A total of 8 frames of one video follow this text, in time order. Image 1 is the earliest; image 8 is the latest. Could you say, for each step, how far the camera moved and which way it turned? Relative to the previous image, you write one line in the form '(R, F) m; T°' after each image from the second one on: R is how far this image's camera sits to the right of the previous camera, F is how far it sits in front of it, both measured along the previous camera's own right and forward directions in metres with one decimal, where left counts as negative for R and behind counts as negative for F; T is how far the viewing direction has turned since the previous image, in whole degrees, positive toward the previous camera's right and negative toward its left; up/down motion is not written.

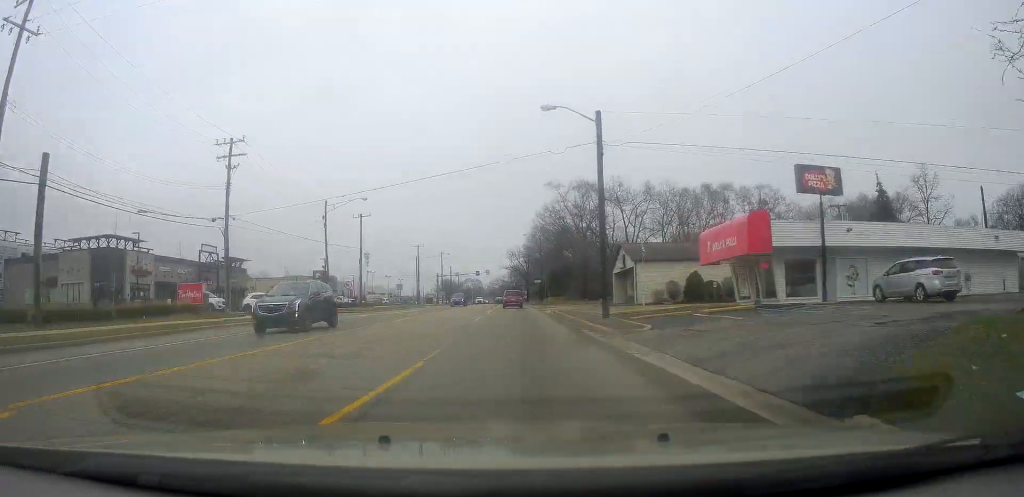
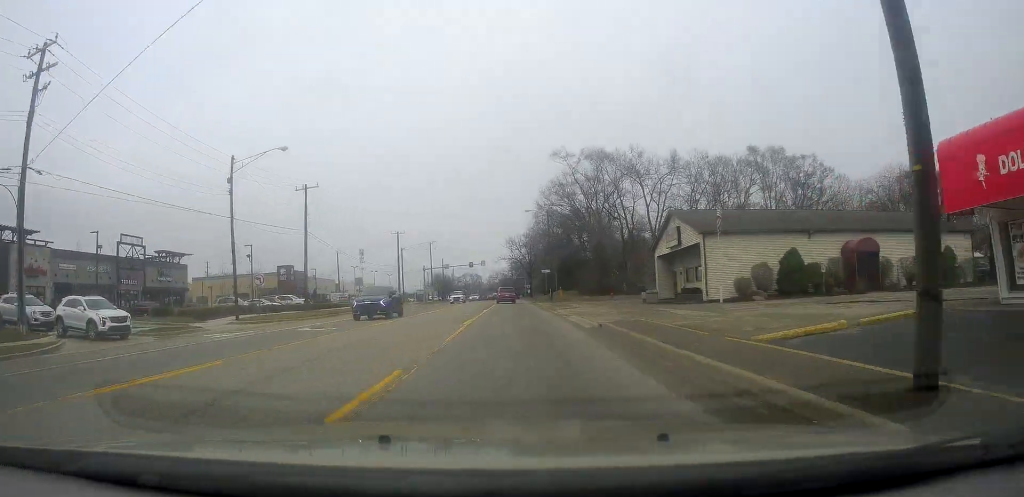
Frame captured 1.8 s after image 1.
(+0.5, +18.7) m; -1°
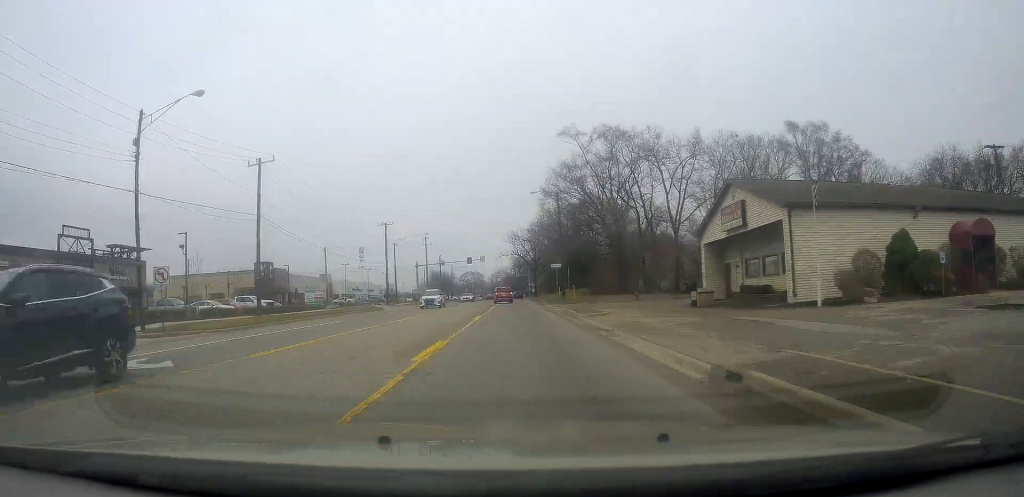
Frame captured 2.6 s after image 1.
(0.0, +10.8) m; 0°
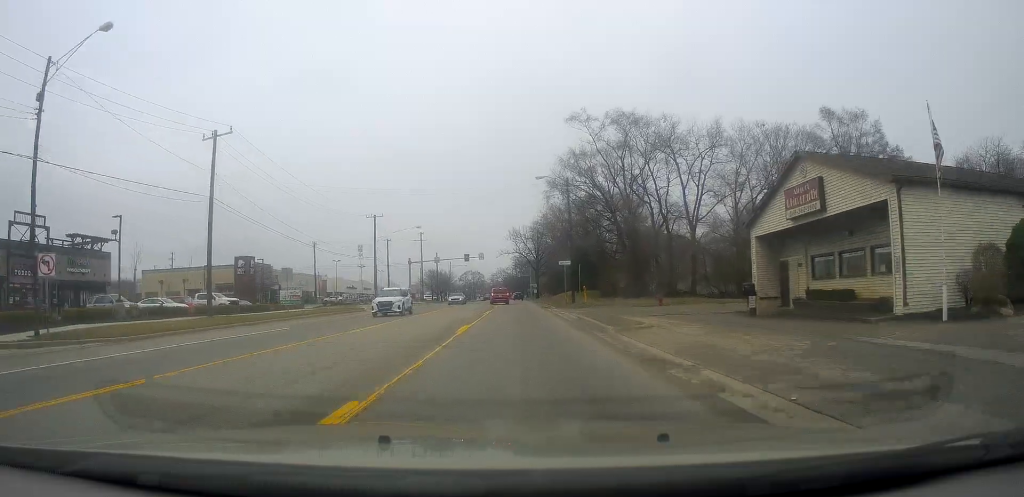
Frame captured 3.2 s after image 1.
(0.0, +7.6) m; +1°
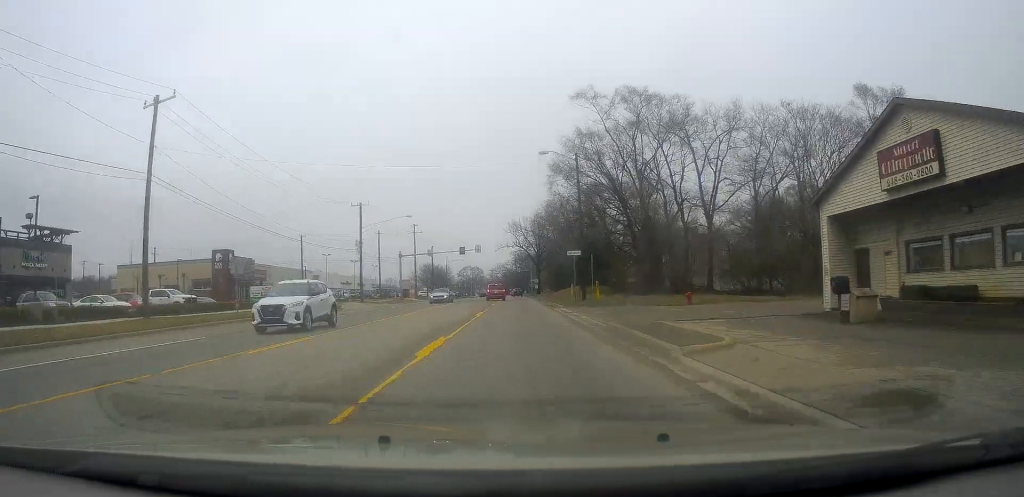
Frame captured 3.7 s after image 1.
(-0.1, +6.9) m; +1°
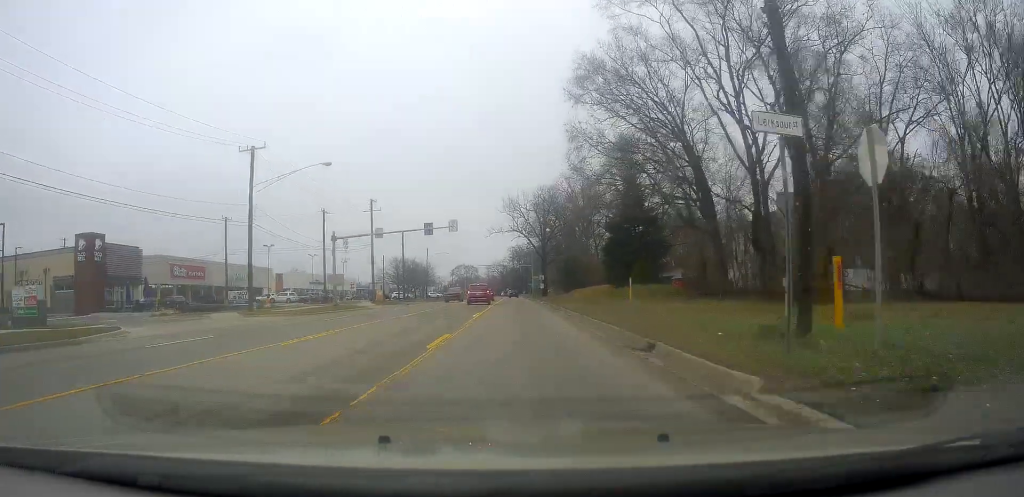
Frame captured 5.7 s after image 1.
(+0.1, +29.5) m; -3°
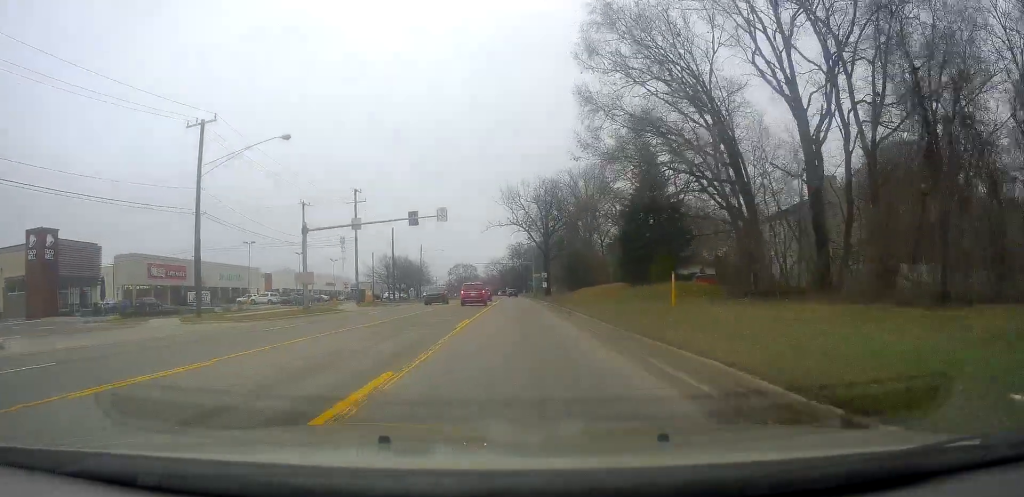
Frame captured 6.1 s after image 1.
(-0.2, +7.4) m; 0°
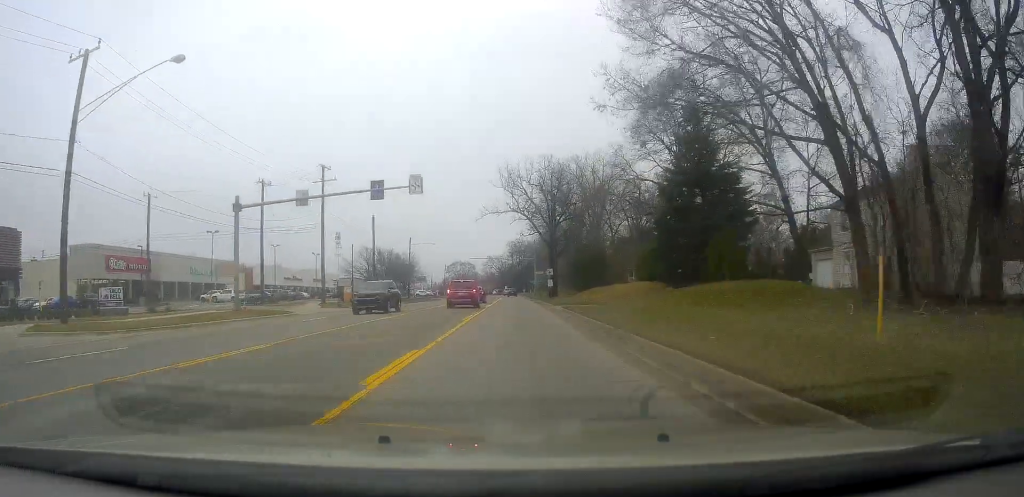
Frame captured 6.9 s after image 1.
(-0.3, +11.9) m; 0°
